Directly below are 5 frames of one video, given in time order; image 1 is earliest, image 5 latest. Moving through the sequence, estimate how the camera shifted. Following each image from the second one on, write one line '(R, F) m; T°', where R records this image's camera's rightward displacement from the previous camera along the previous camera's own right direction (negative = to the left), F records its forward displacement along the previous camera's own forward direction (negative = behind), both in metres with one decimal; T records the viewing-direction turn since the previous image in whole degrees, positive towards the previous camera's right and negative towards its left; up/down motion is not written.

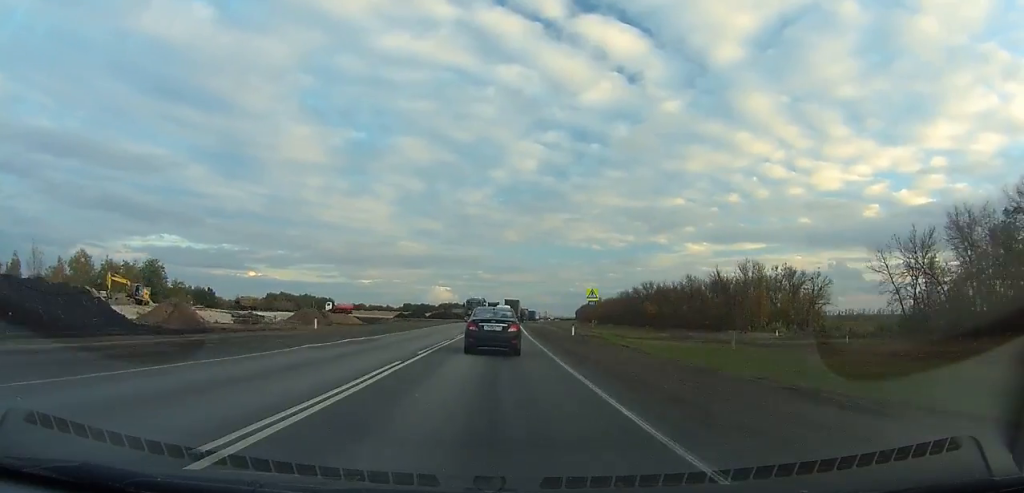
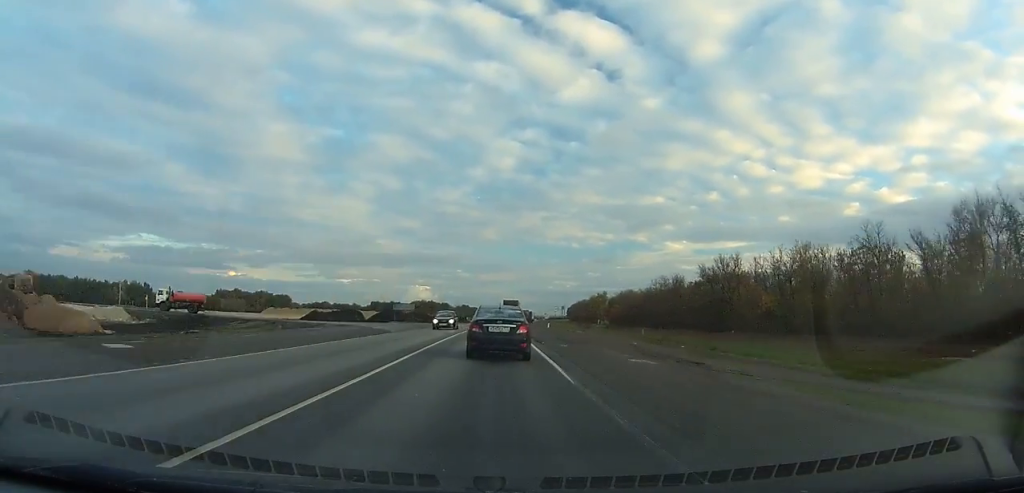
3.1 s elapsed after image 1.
(+0.8, +67.0) m; +1°
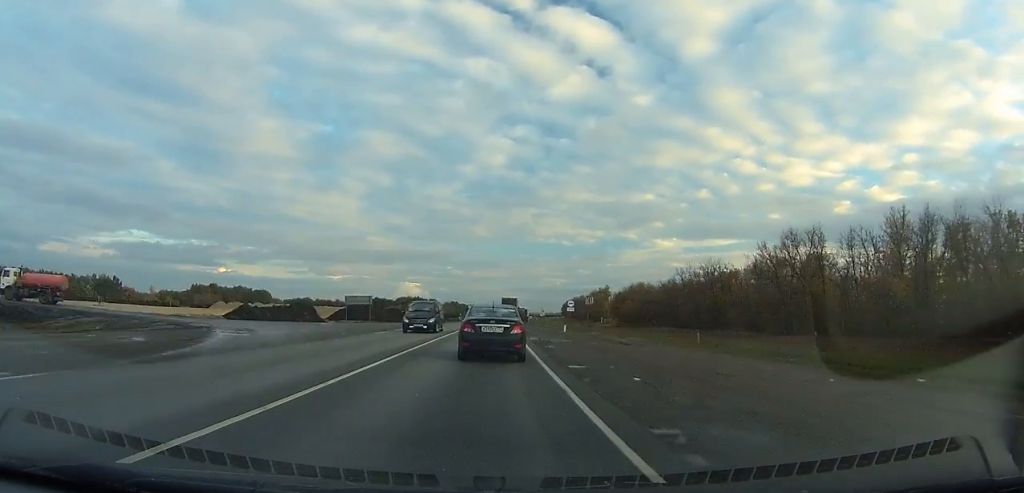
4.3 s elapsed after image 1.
(+0.1, +25.9) m; +1°
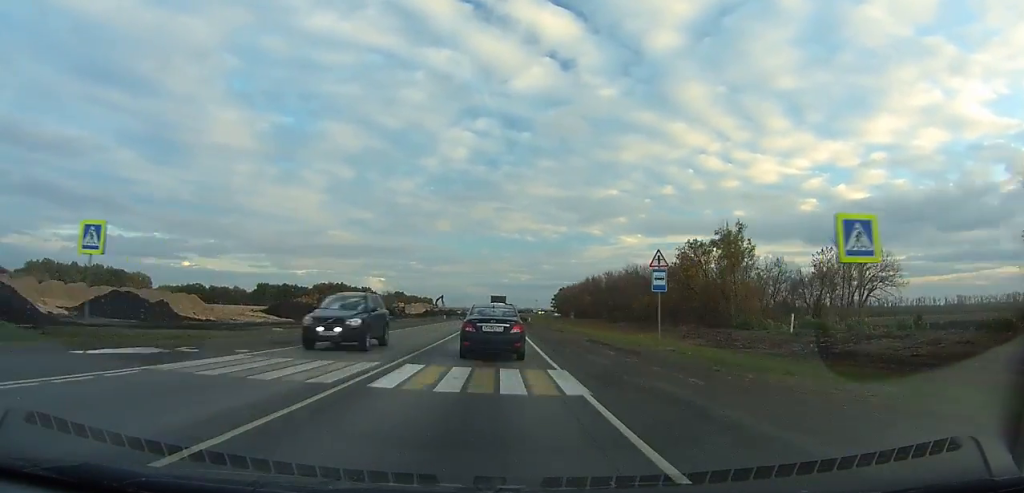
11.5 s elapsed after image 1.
(+5.5, +151.3) m; +4°
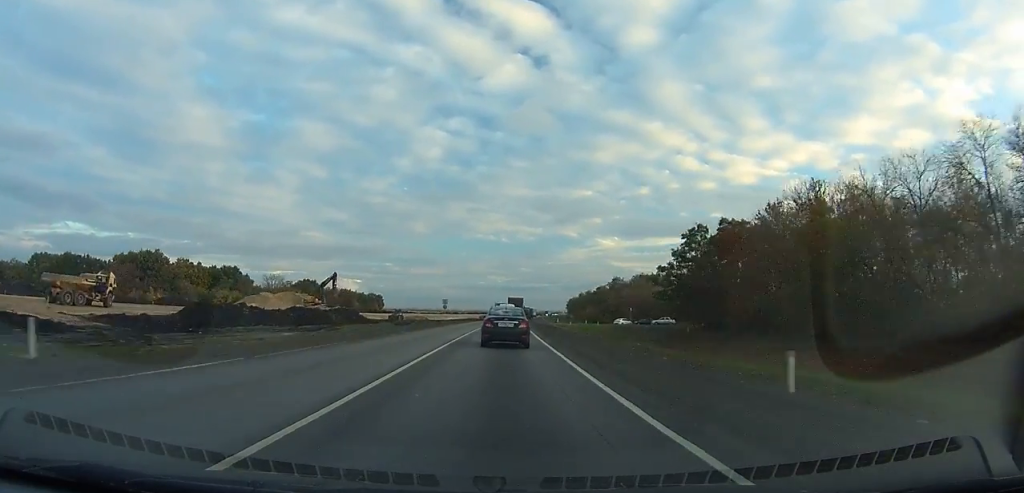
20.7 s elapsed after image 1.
(+2.1, +176.5) m; +2°
